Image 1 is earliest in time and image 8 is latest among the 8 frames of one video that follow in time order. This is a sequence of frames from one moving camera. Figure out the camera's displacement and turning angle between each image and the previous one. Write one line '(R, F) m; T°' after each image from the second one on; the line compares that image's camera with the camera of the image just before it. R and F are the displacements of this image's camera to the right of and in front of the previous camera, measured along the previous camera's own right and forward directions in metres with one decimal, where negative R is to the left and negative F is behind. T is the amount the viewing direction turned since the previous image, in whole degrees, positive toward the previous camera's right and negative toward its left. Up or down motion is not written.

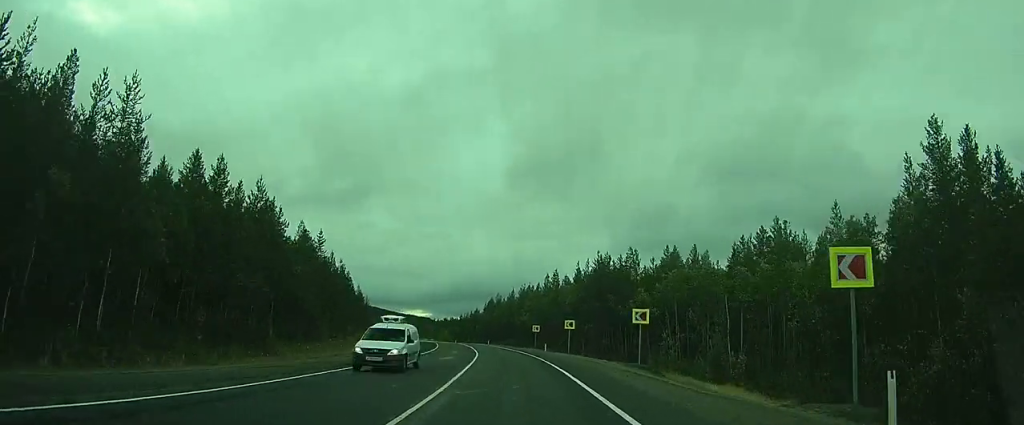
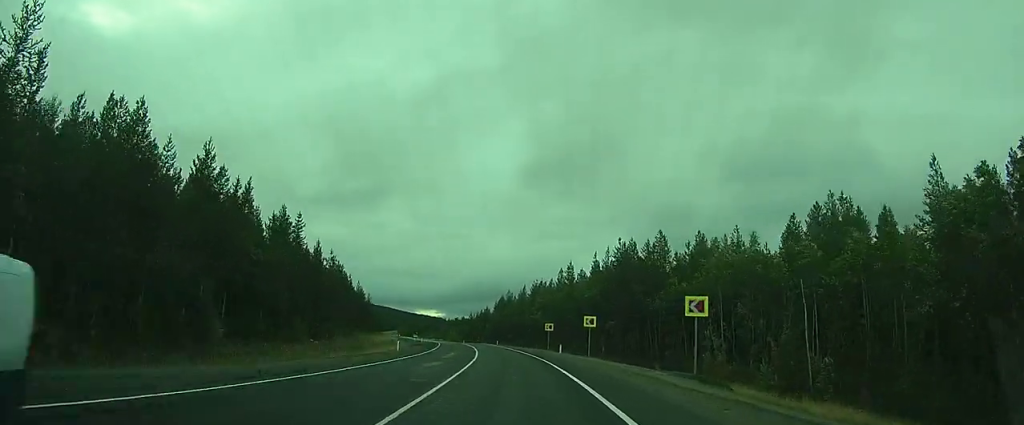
(-0.2, +6.9) m; -2°
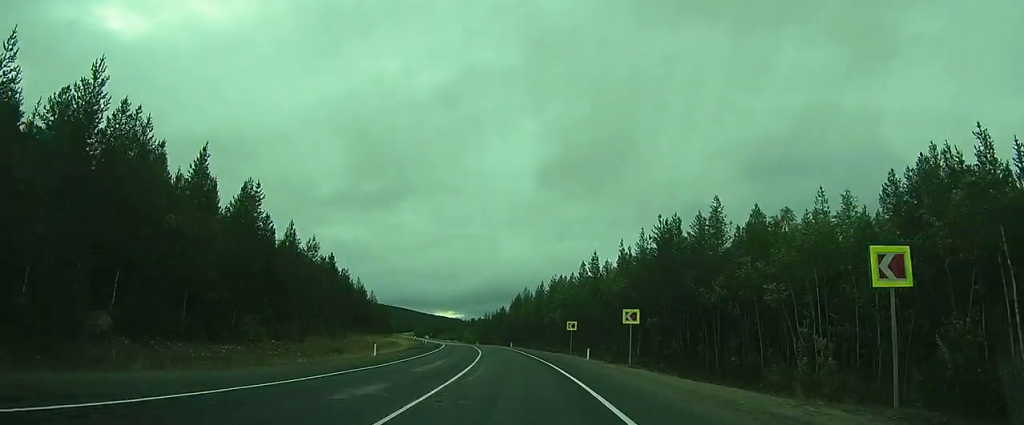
(-0.1, +9.2) m; 0°
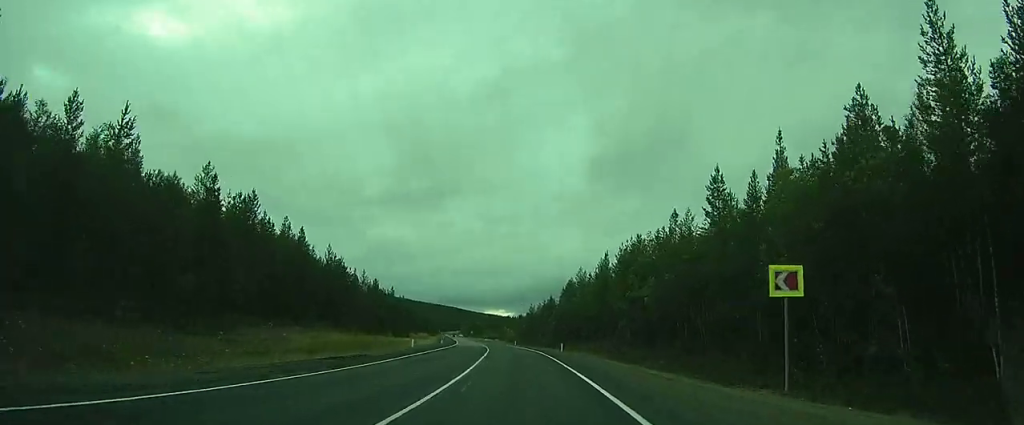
(-0.5, +32.5) m; -2°
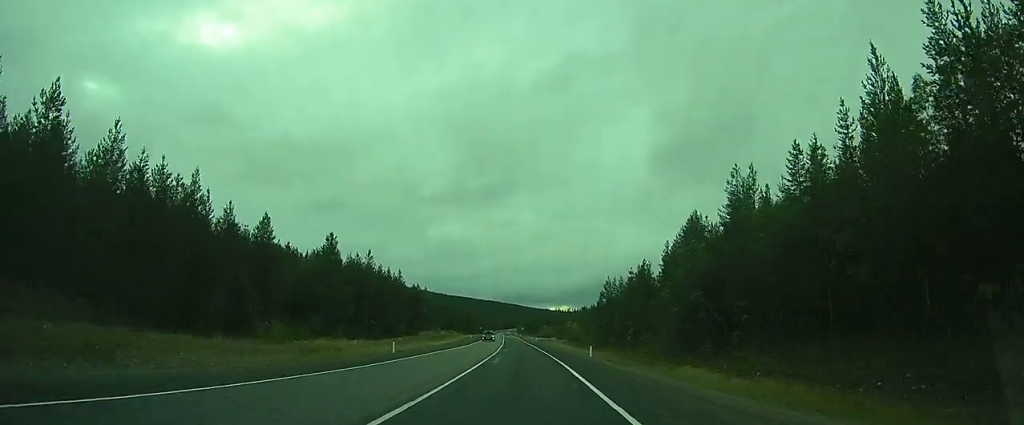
(-4.9, +69.9) m; -8°
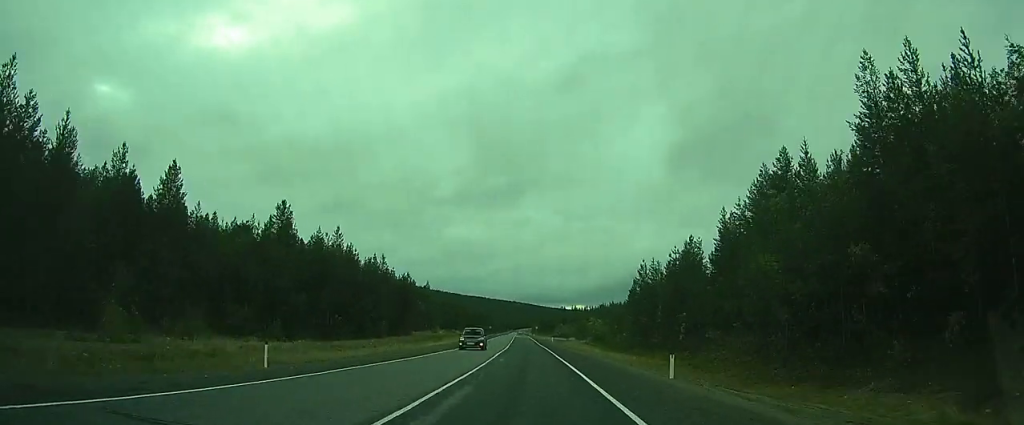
(-0.3, +21.6) m; -2°
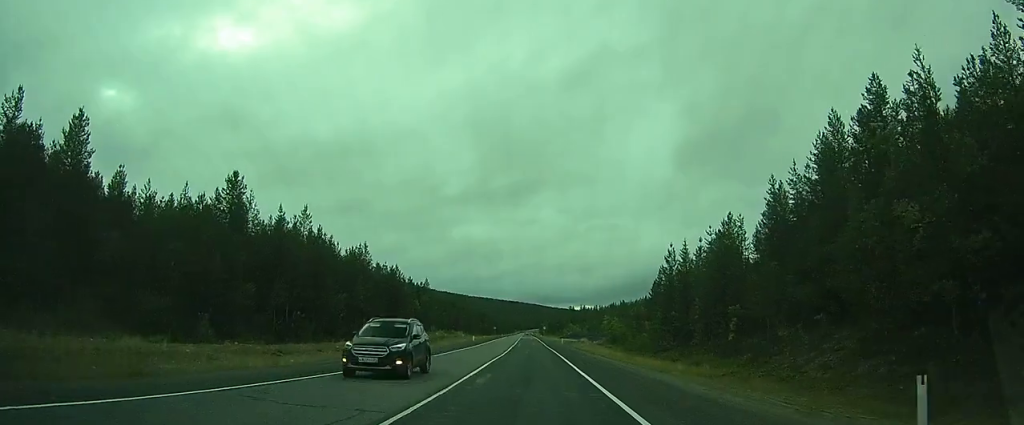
(-0.3, +12.4) m; -1°
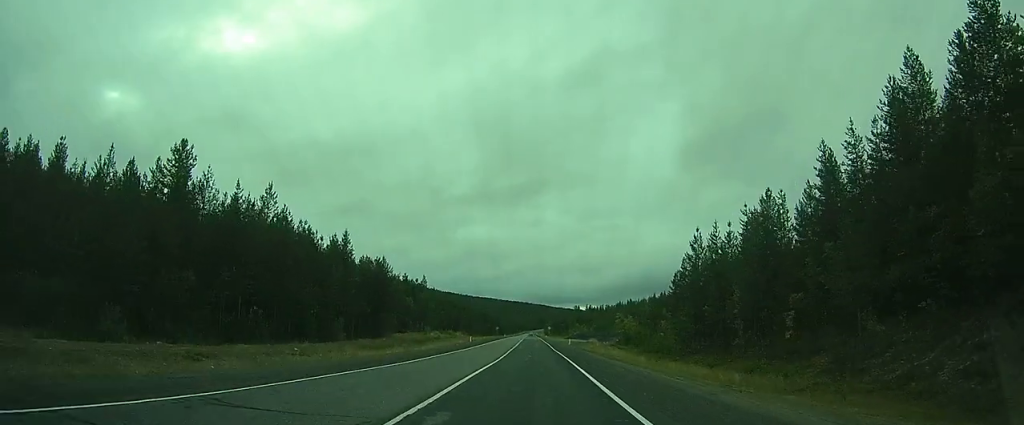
(-0.1, +9.2) m; -1°
